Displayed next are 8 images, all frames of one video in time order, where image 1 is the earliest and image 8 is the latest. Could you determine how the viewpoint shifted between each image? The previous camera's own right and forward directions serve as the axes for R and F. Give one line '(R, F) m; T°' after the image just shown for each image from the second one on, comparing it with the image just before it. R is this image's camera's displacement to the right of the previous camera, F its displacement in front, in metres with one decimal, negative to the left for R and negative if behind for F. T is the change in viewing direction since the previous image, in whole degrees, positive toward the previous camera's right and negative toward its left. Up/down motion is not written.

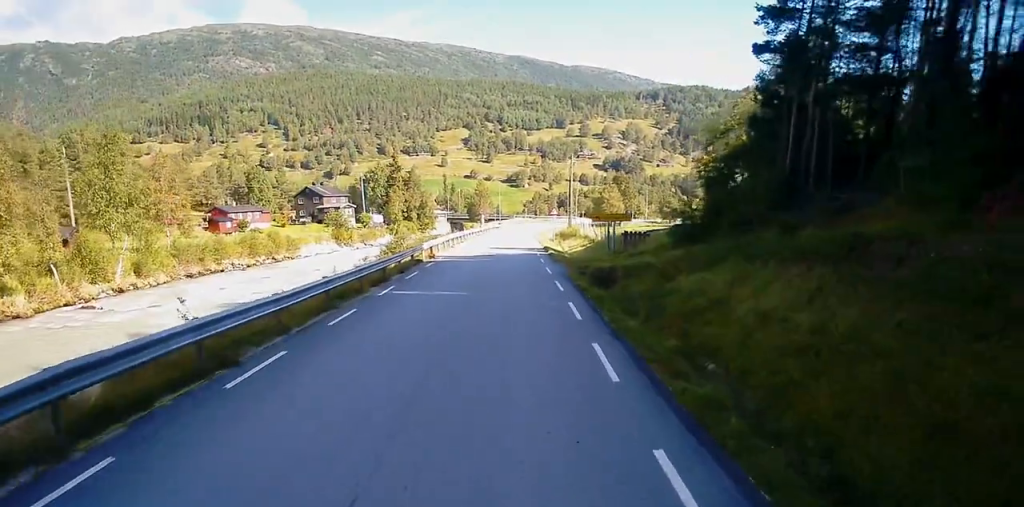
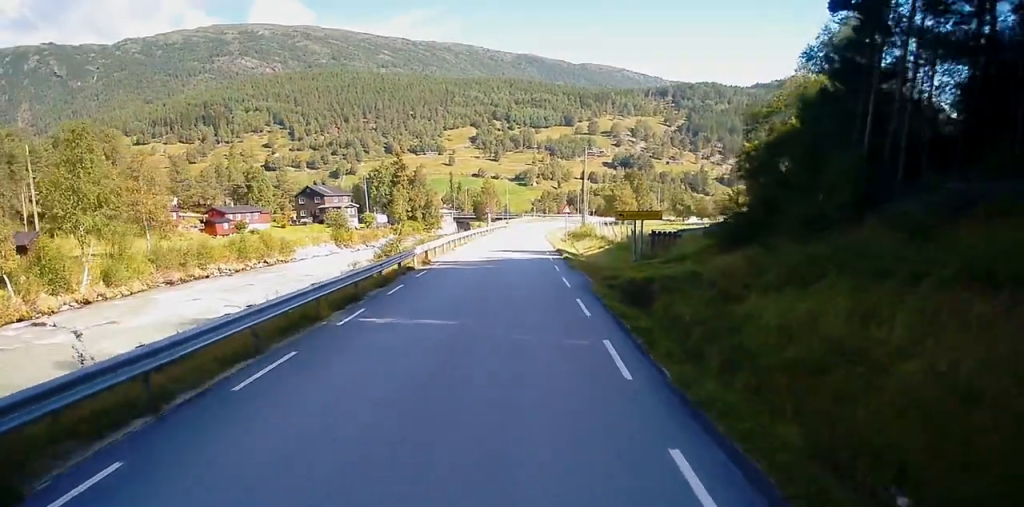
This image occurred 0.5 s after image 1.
(-0.2, +6.2) m; -1°
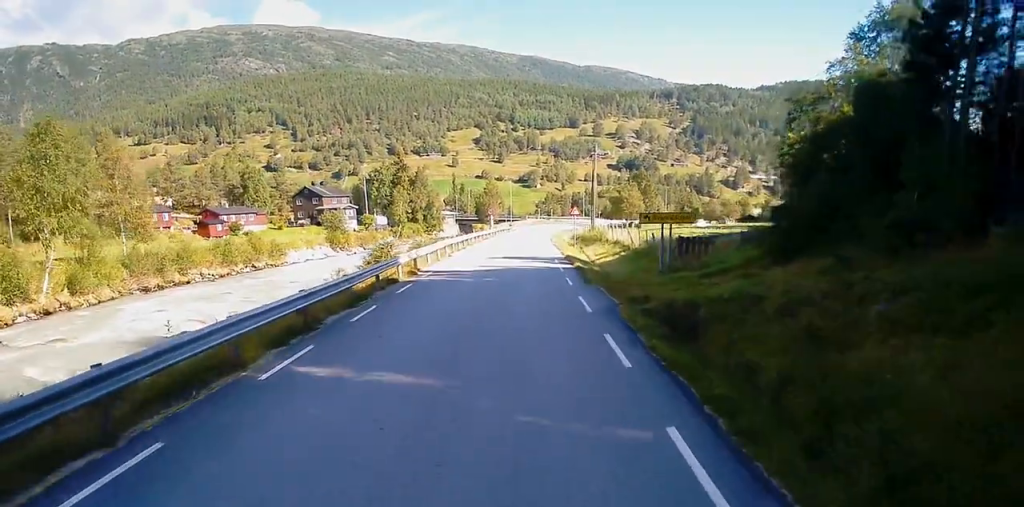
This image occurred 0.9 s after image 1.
(+0.1, +5.5) m; +1°
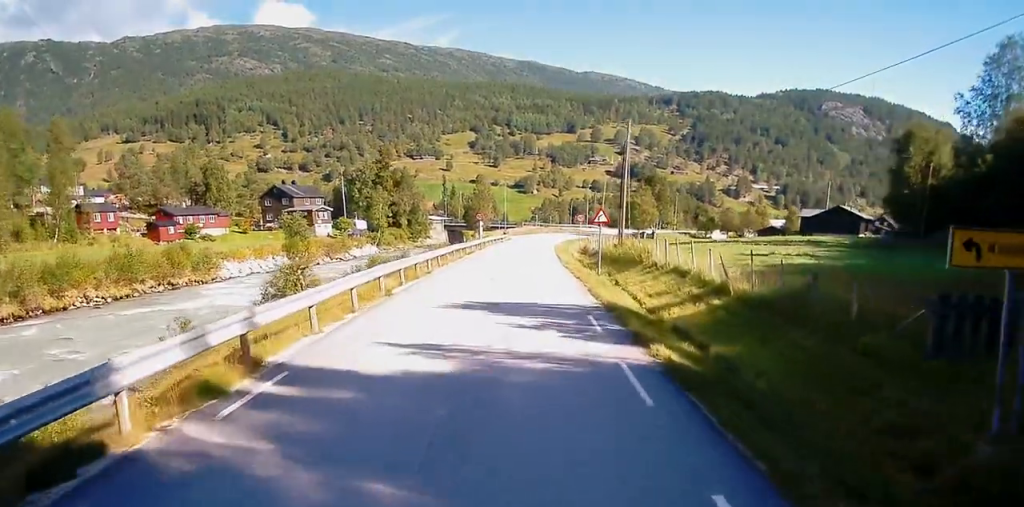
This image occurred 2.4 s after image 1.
(+0.8, +20.4) m; +4°
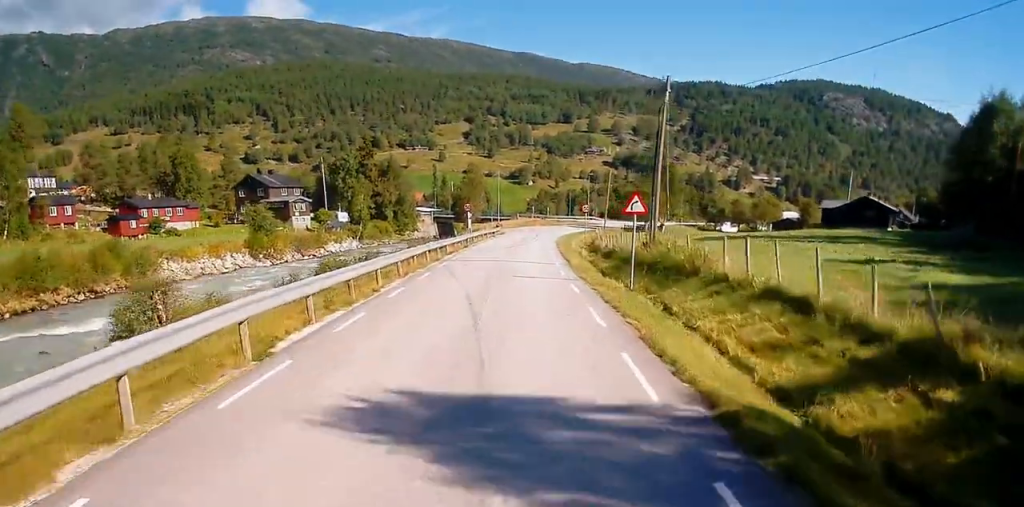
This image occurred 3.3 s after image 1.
(+0.1, +12.1) m; 0°
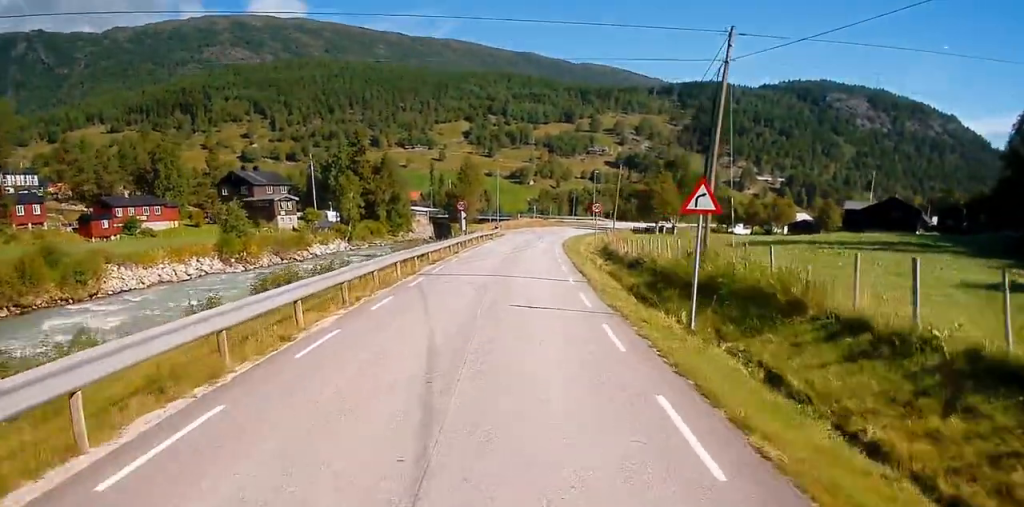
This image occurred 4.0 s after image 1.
(0.0, +9.1) m; 0°
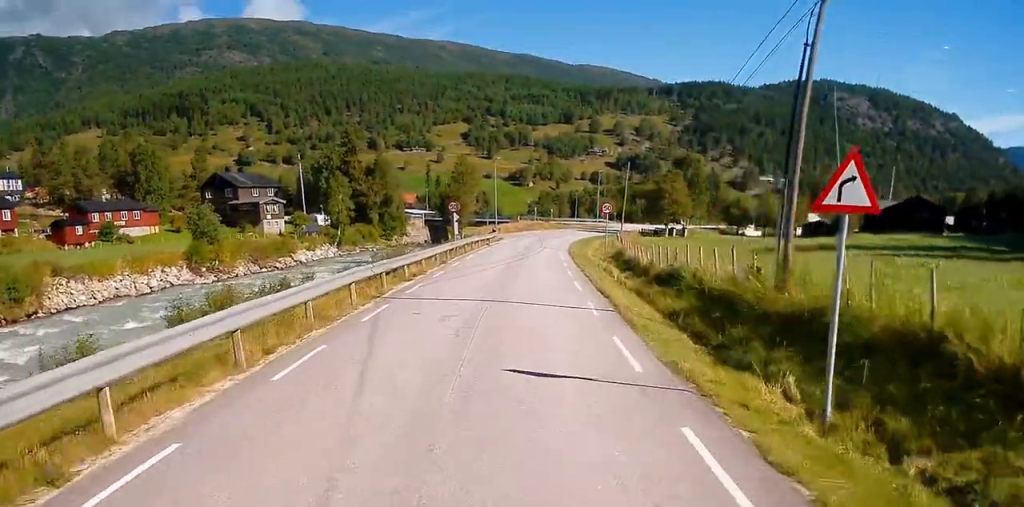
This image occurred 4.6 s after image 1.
(0.0, +7.5) m; 0°
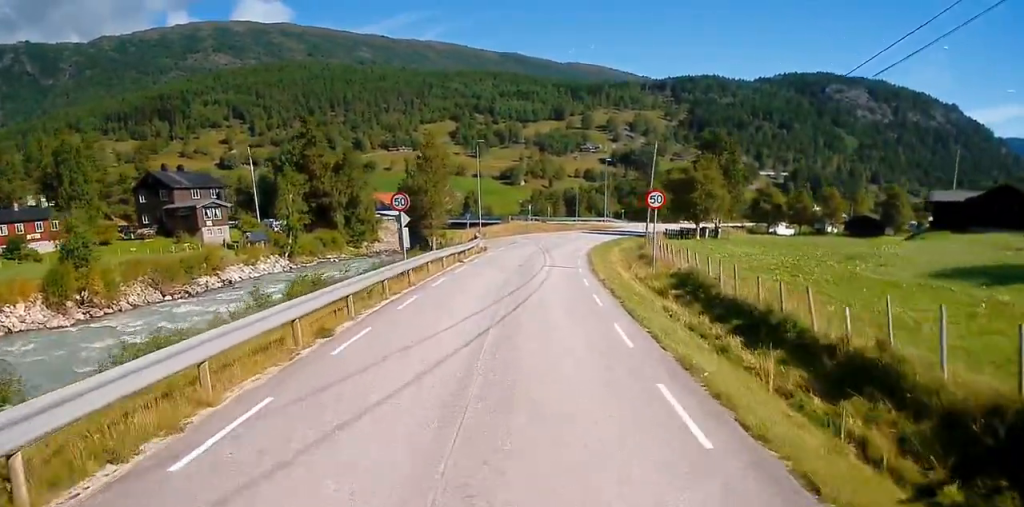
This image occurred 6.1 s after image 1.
(0.0, +21.5) m; 0°
